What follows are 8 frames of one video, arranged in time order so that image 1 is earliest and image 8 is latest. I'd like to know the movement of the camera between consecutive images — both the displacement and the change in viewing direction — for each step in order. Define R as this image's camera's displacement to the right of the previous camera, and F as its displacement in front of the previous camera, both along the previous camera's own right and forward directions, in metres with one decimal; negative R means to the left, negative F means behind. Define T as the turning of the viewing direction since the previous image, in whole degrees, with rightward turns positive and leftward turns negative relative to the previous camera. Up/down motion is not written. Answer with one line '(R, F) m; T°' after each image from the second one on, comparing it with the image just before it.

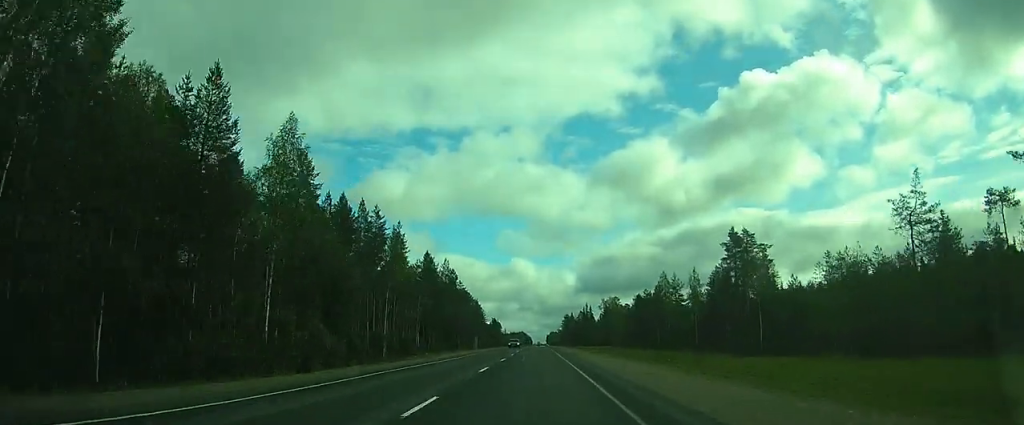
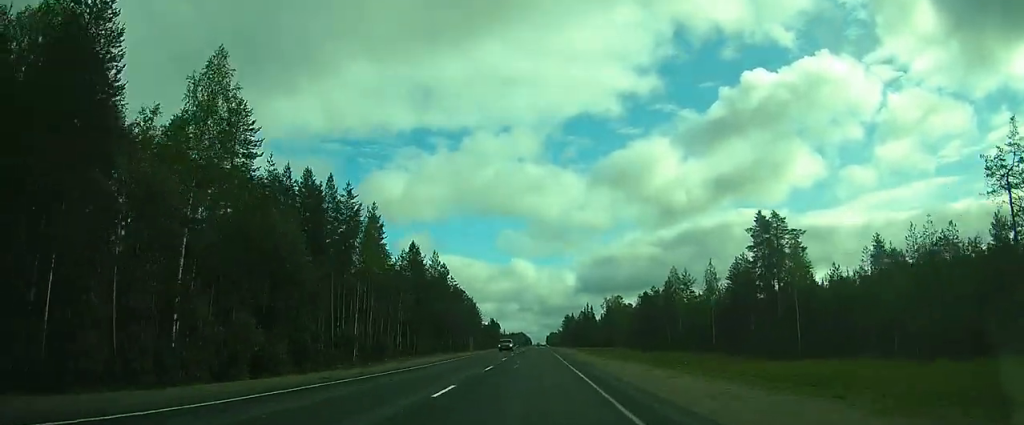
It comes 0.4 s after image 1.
(-0.1, +9.0) m; 0°
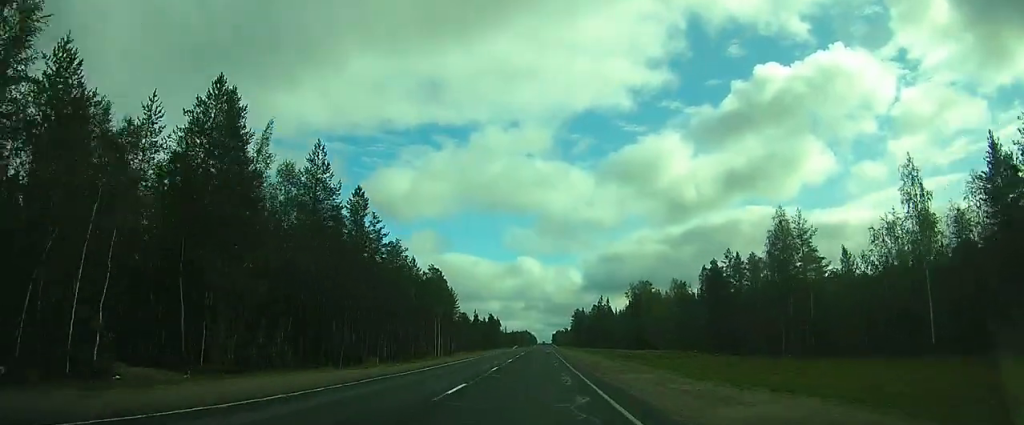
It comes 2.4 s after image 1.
(+0.8, +46.6) m; +1°
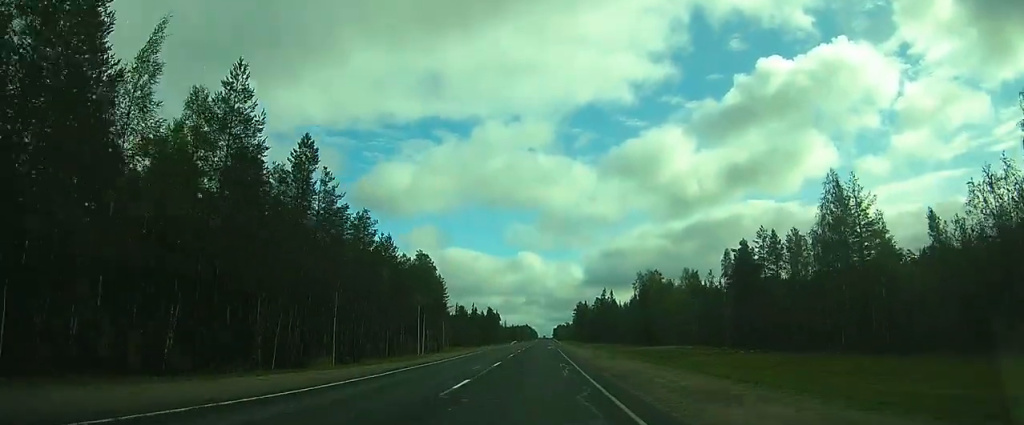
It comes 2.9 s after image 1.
(0.0, +11.4) m; 0°
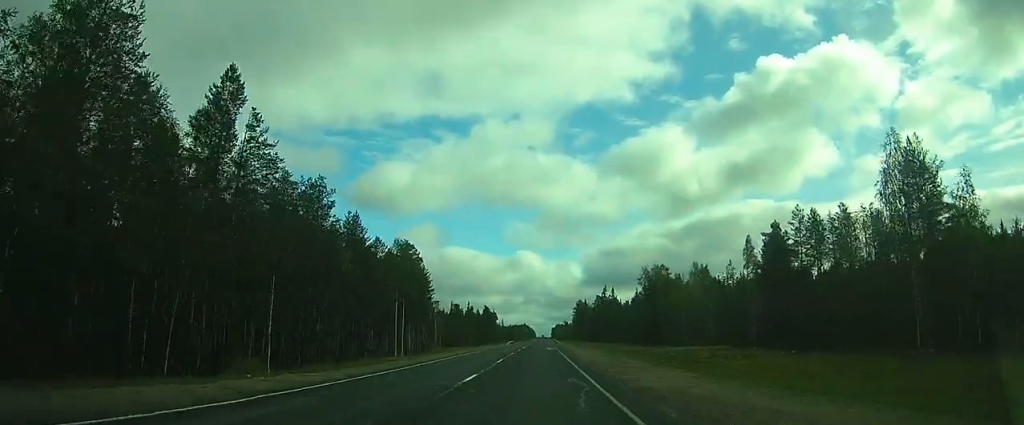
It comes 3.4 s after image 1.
(0.0, +9.9) m; 0°
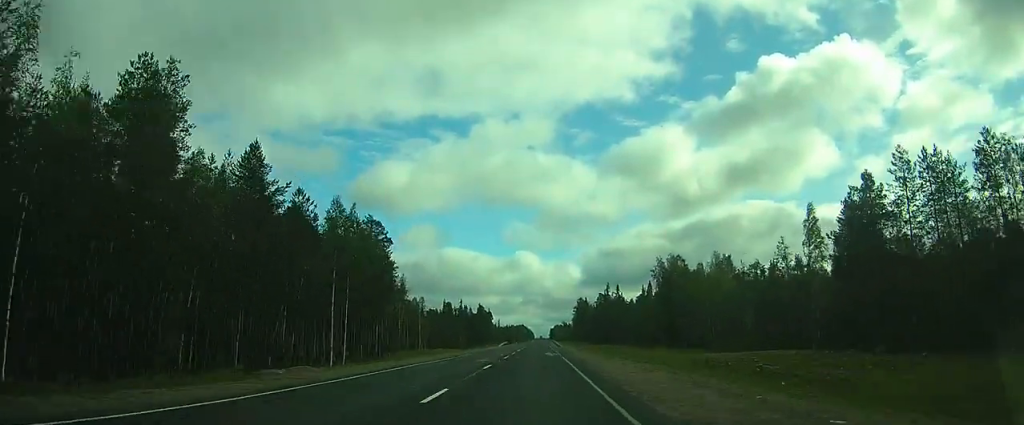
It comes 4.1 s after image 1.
(+0.1, +17.3) m; 0°
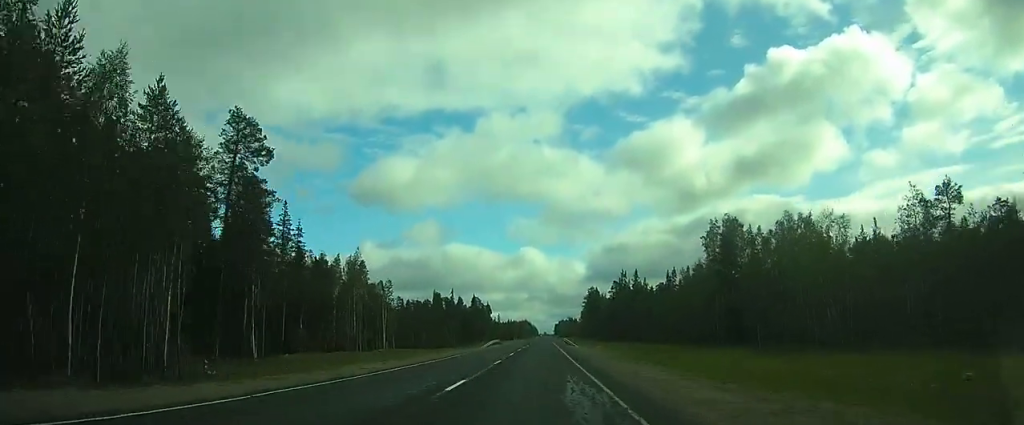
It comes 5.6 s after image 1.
(+0.1, +32.4) m; 0°
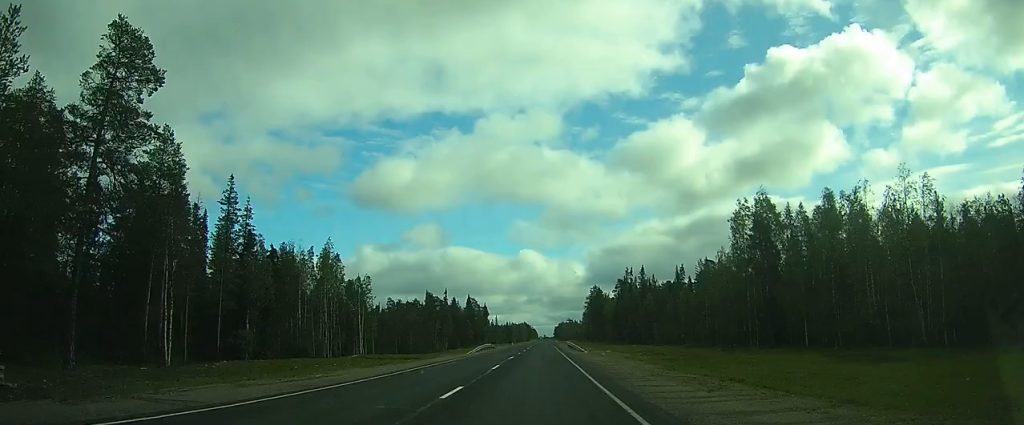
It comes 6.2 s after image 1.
(0.0, +12.3) m; -1°
